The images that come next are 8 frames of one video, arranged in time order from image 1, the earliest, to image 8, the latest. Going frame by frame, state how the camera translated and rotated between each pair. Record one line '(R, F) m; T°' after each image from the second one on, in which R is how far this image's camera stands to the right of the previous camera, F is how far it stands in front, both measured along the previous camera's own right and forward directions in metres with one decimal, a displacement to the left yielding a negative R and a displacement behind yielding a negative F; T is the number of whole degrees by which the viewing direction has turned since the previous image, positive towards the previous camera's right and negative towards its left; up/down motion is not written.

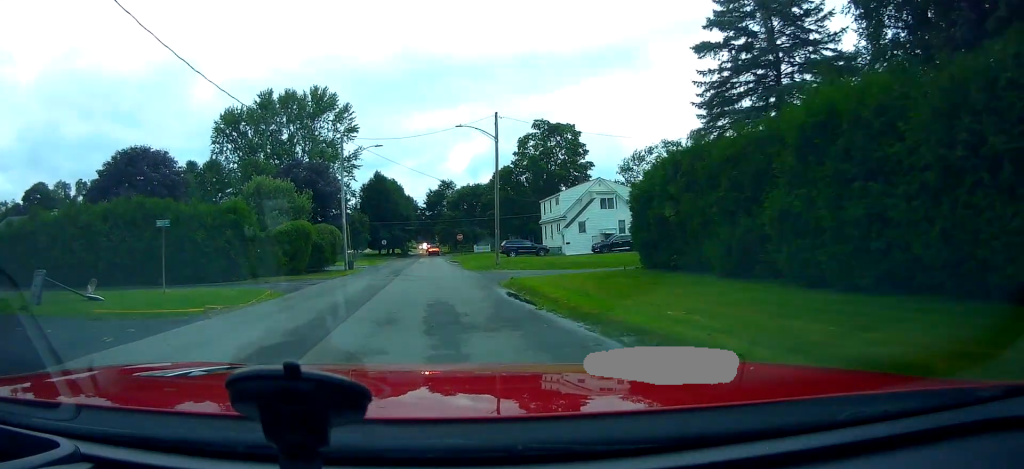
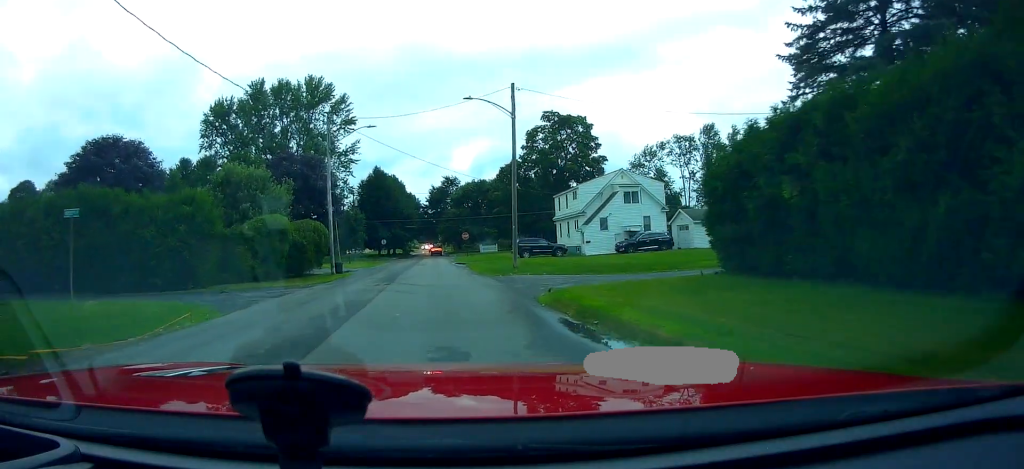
(+0.2, +6.3) m; +2°
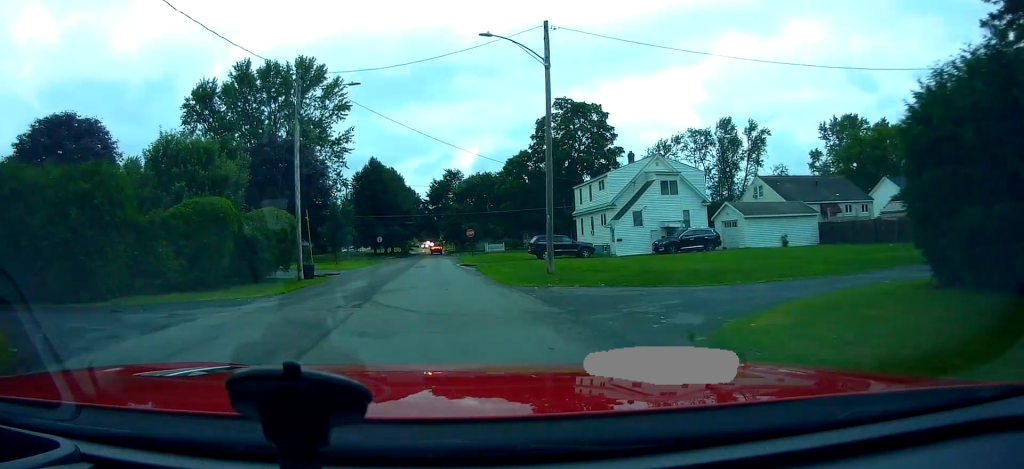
(0.0, +8.3) m; 0°
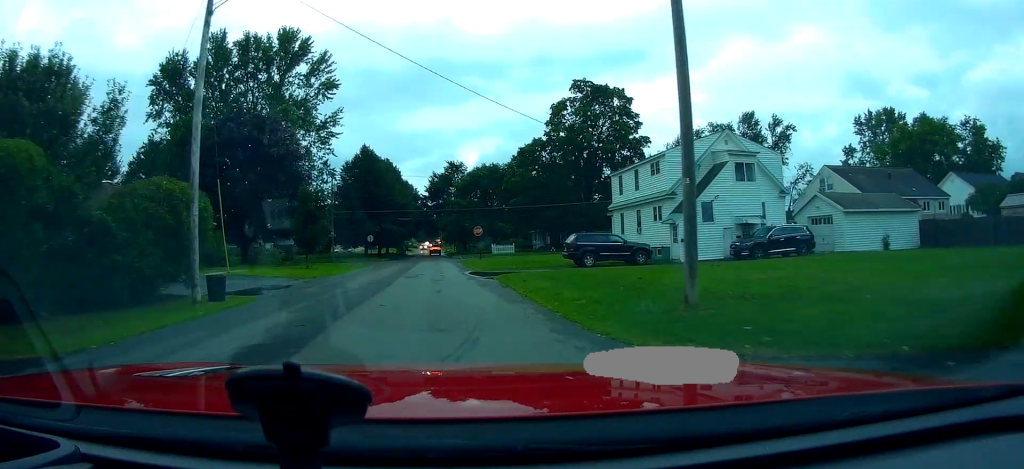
(0.0, +11.4) m; 0°
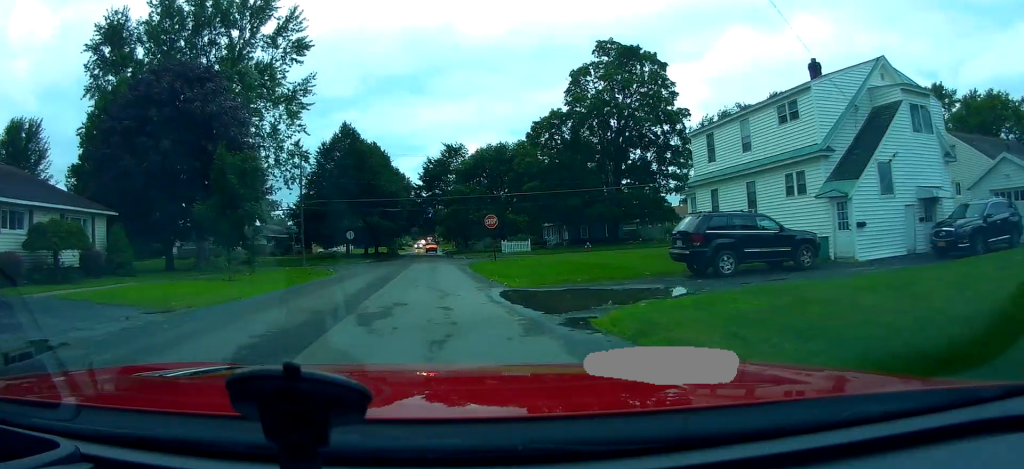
(-0.3, +14.1) m; -1°
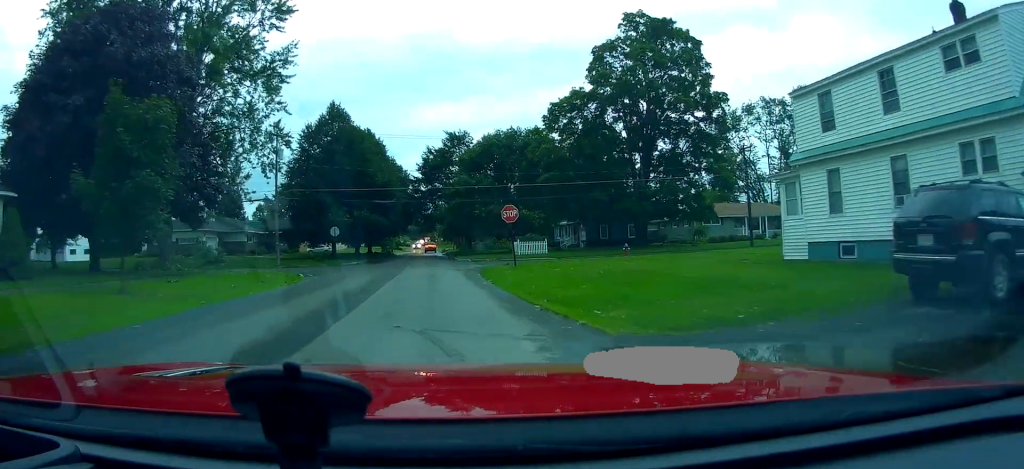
(+0.2, +8.9) m; +3°
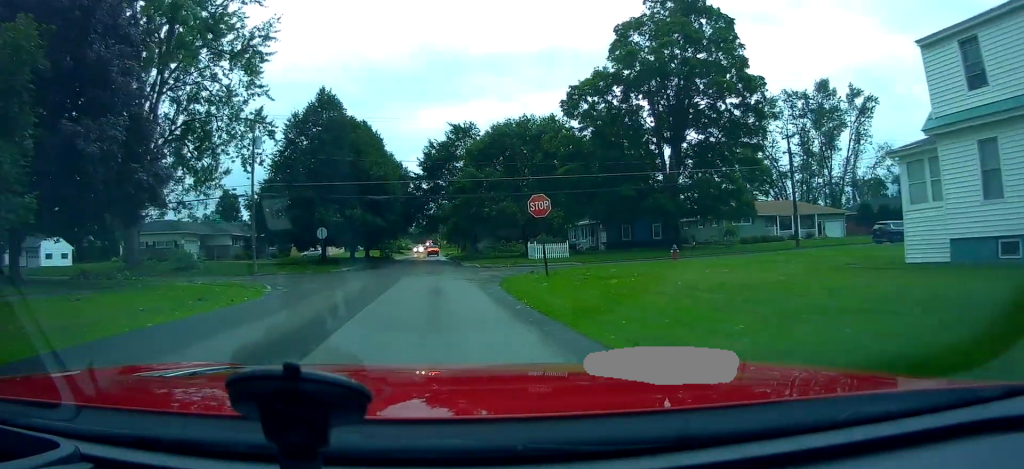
(+0.2, +6.9) m; 0°
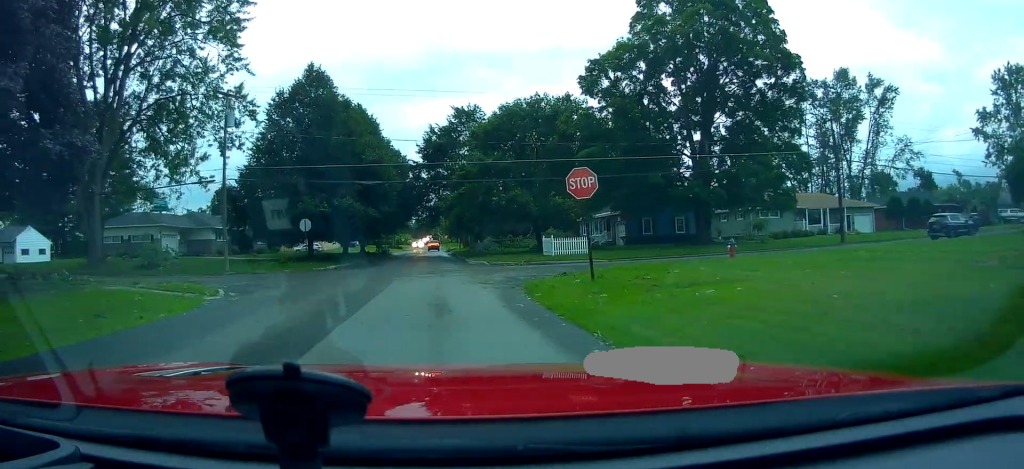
(0.0, +5.8) m; -1°
